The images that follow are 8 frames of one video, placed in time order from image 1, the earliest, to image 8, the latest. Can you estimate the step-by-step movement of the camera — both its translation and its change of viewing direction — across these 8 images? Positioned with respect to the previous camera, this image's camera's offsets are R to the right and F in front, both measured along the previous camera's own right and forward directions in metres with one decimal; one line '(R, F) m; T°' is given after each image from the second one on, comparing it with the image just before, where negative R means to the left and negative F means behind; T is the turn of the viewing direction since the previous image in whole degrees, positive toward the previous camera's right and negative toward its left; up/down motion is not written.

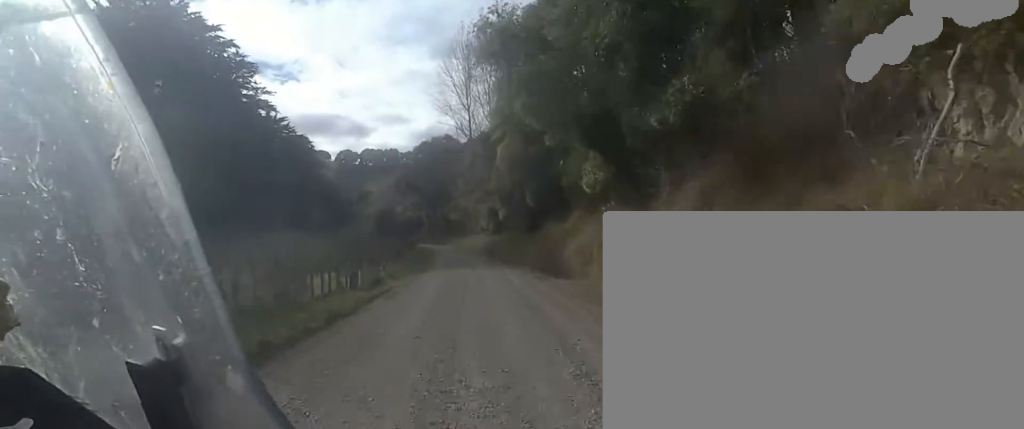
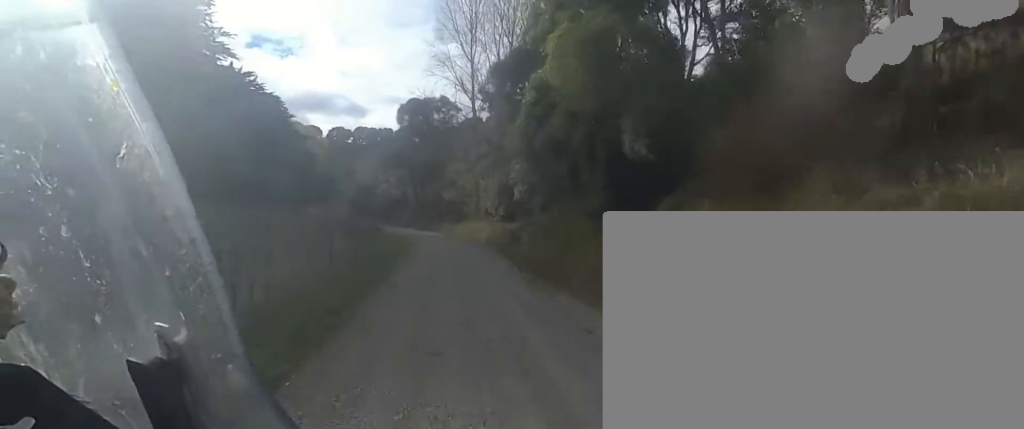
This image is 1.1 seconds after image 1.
(-0.5, +16.2) m; -1°
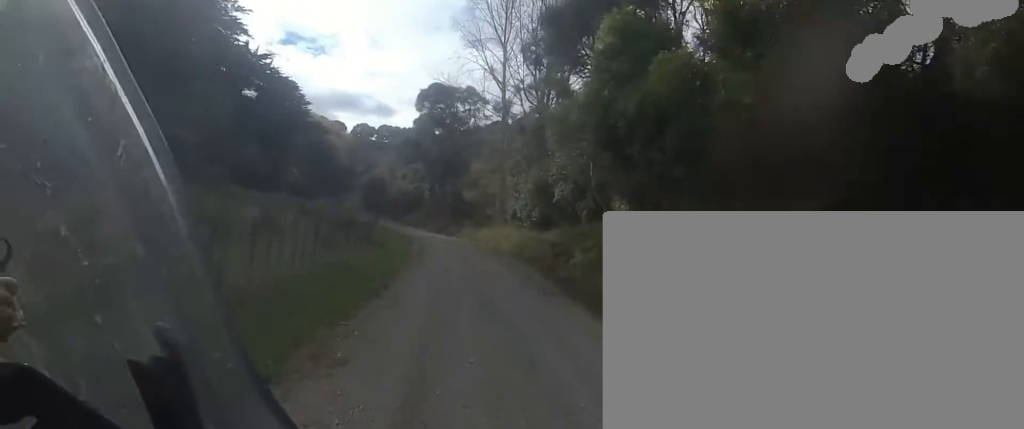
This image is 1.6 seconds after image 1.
(+0.2, +7.2) m; -1°
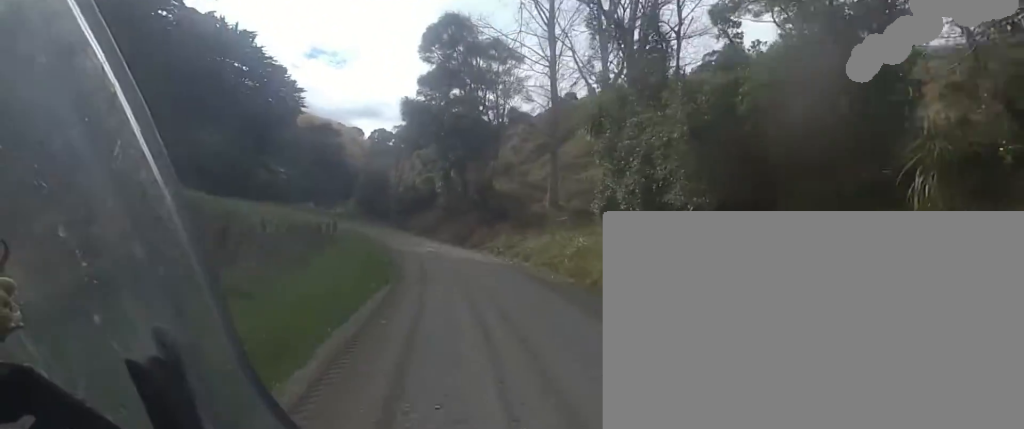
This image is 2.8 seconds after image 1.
(-0.6, +17.2) m; -6°
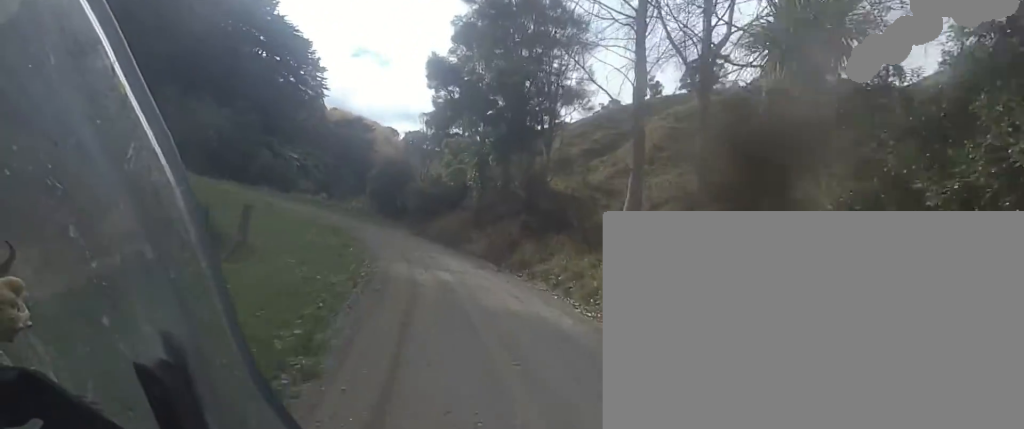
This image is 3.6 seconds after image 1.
(-0.3, +9.4) m; -4°
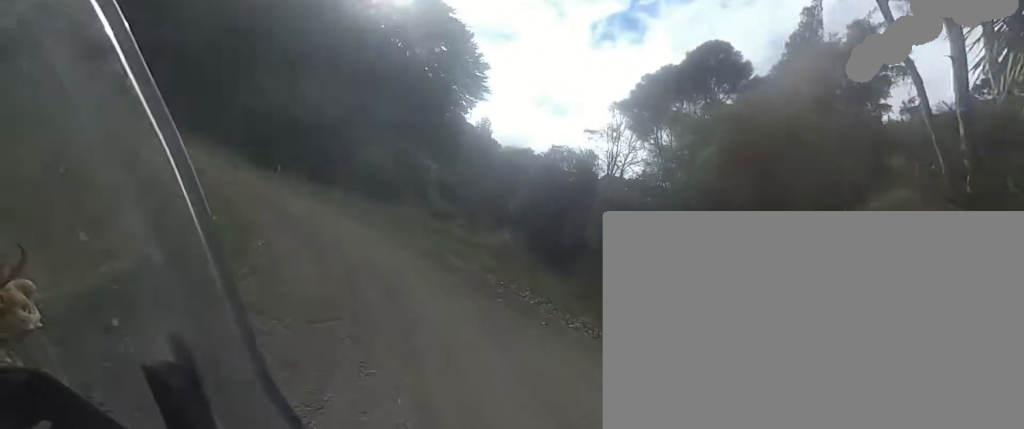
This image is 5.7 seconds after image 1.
(-3.7, +20.3) m; -34°
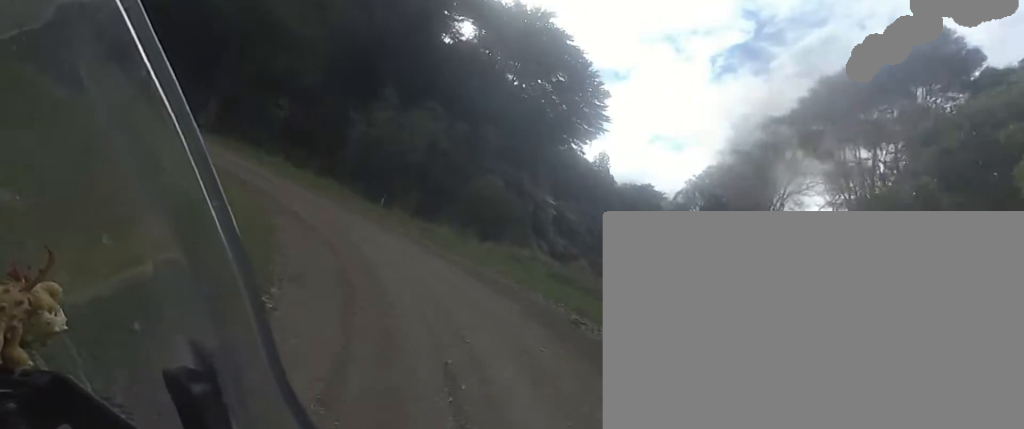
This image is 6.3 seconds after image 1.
(-0.4, +4.8) m; -16°
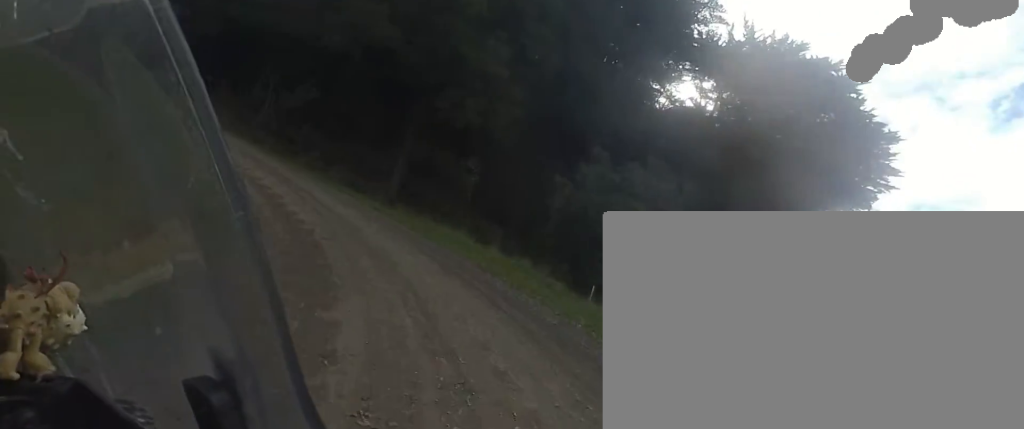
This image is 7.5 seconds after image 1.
(-3.0, +8.9) m; -28°
